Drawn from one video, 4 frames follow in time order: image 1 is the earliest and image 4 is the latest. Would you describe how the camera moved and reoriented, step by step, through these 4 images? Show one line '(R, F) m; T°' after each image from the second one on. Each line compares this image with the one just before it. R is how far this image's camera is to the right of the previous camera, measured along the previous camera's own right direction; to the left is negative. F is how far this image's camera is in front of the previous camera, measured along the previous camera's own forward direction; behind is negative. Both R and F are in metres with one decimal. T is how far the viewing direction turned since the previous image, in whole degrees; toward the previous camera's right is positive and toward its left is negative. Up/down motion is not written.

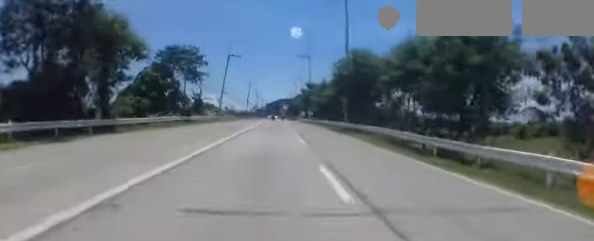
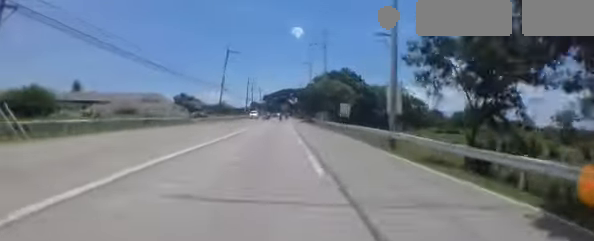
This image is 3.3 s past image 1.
(+1.5, +53.5) m; +2°
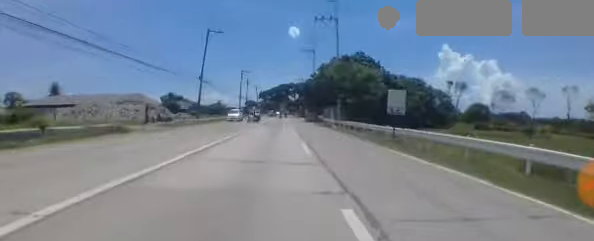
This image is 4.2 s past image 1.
(-0.3, +14.3) m; -2°
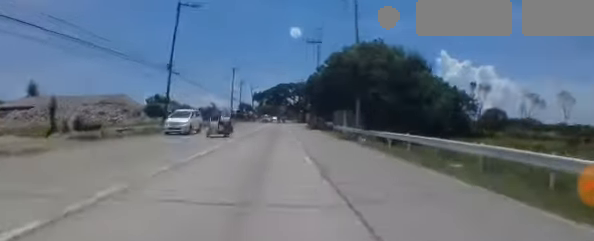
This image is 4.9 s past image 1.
(-0.2, +12.2) m; -1°
